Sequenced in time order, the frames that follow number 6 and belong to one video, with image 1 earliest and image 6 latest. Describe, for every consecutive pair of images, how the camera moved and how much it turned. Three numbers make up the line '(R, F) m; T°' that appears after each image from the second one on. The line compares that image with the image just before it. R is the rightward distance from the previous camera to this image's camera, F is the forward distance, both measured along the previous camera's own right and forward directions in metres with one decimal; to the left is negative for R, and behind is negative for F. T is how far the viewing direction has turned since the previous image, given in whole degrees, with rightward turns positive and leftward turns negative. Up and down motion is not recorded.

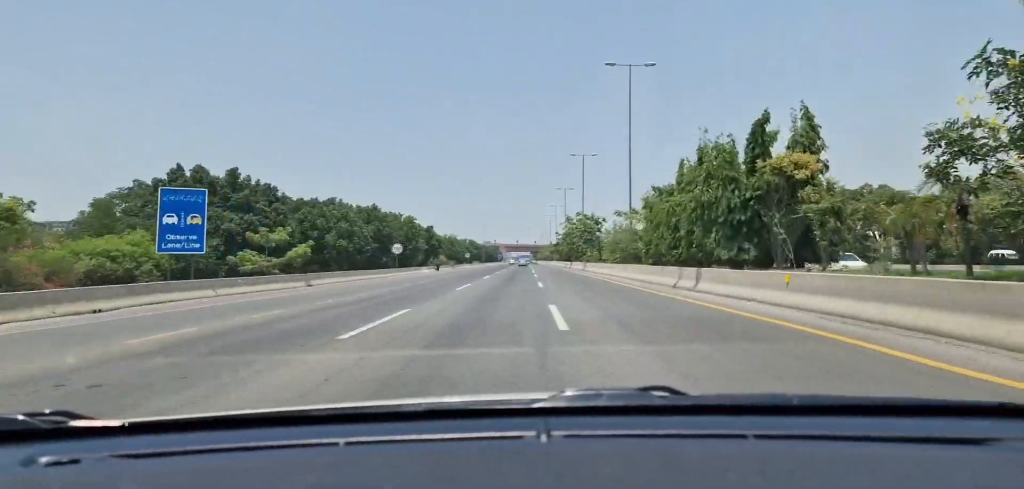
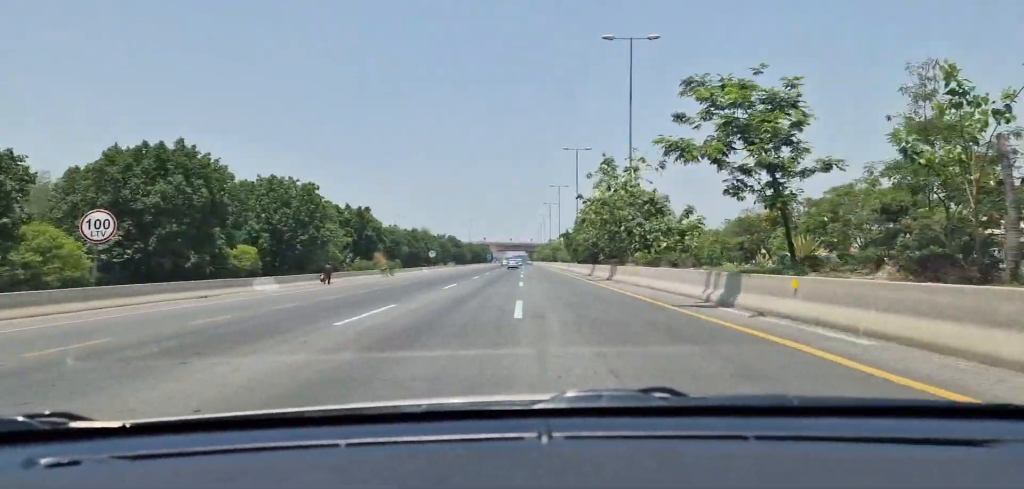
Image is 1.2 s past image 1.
(0.0, +52.1) m; 0°
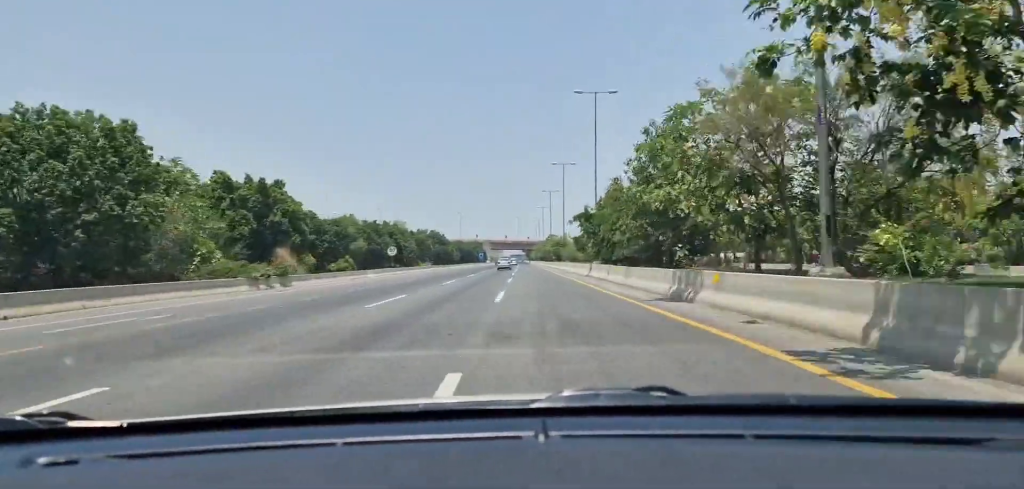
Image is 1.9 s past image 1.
(+0.2, +30.8) m; 0°
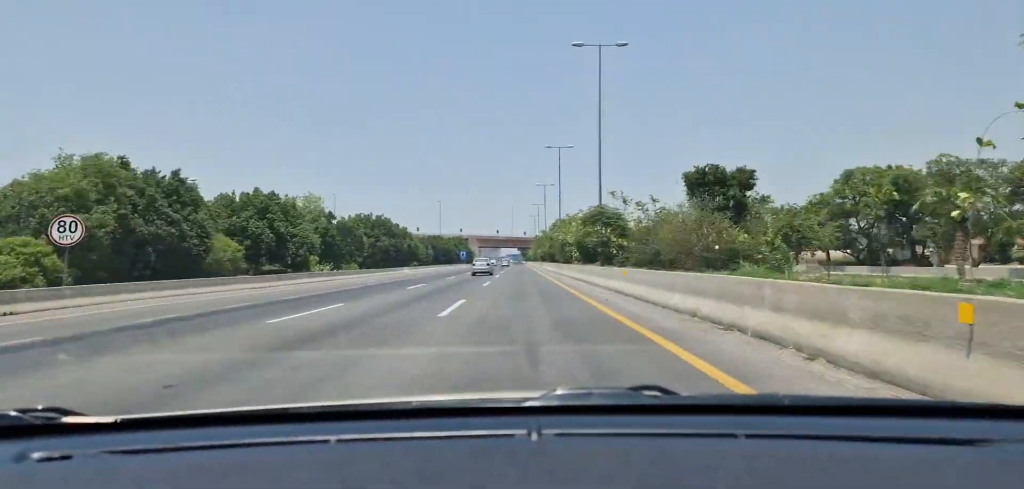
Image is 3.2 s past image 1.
(-0.1, +58.6) m; -1°
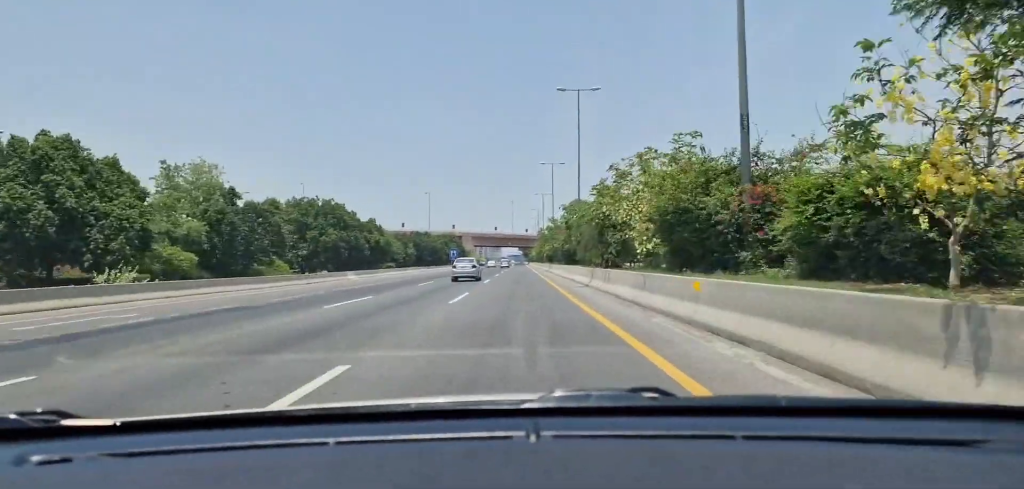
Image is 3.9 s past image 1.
(-0.3, +30.0) m; -1°
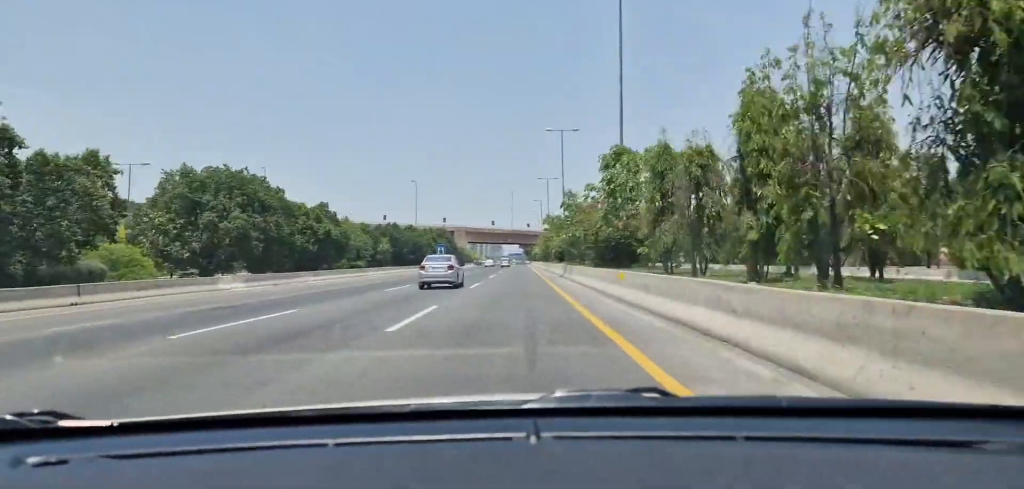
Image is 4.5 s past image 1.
(-0.2, +25.6) m; 0°
